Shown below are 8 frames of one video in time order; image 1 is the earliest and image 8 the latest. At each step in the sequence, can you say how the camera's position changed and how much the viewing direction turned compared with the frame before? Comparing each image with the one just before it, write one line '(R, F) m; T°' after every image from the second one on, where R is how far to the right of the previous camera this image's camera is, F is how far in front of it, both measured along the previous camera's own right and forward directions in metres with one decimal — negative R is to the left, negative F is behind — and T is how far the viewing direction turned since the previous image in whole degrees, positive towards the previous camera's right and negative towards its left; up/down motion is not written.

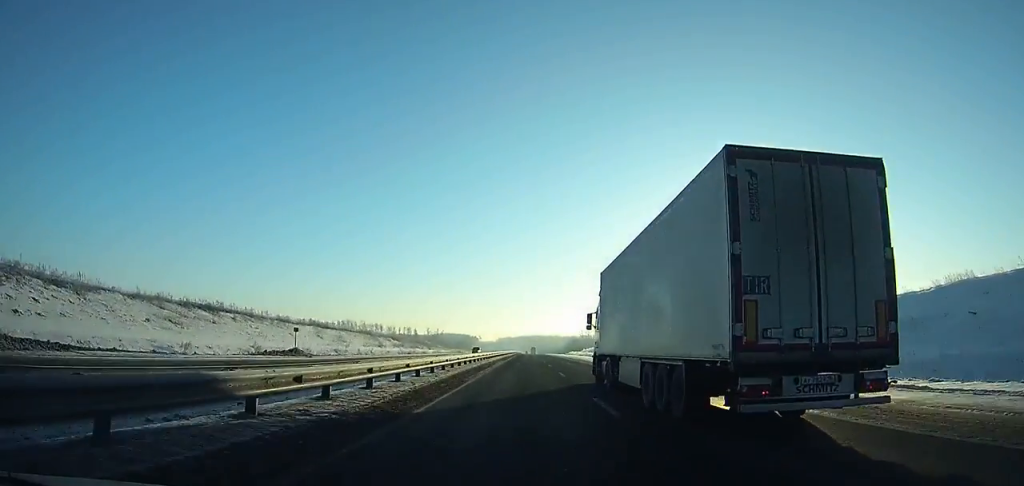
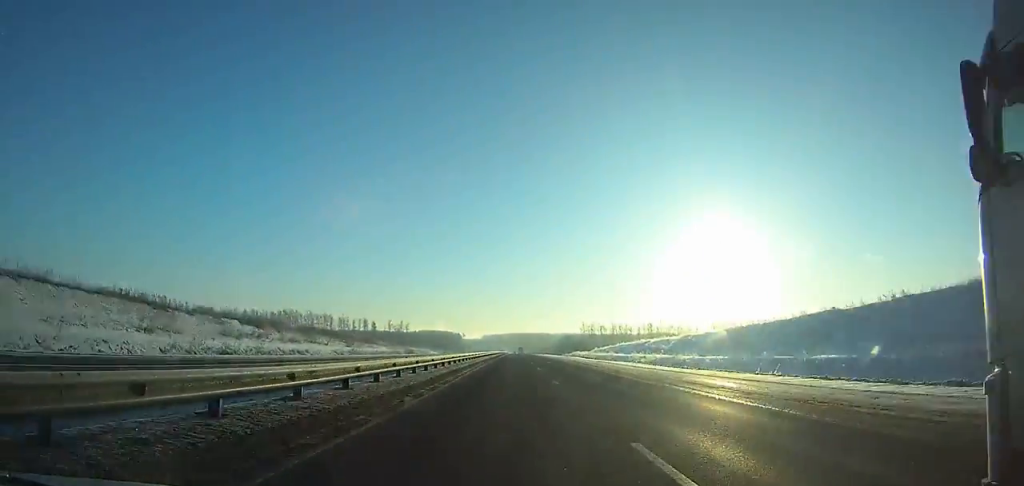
(+1.1, +87.6) m; +1°
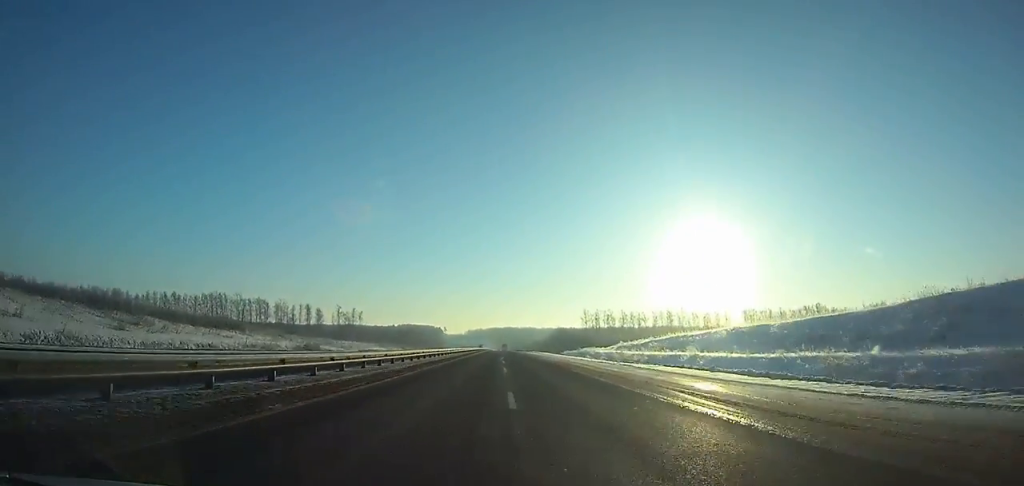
(+0.6, +70.7) m; 0°
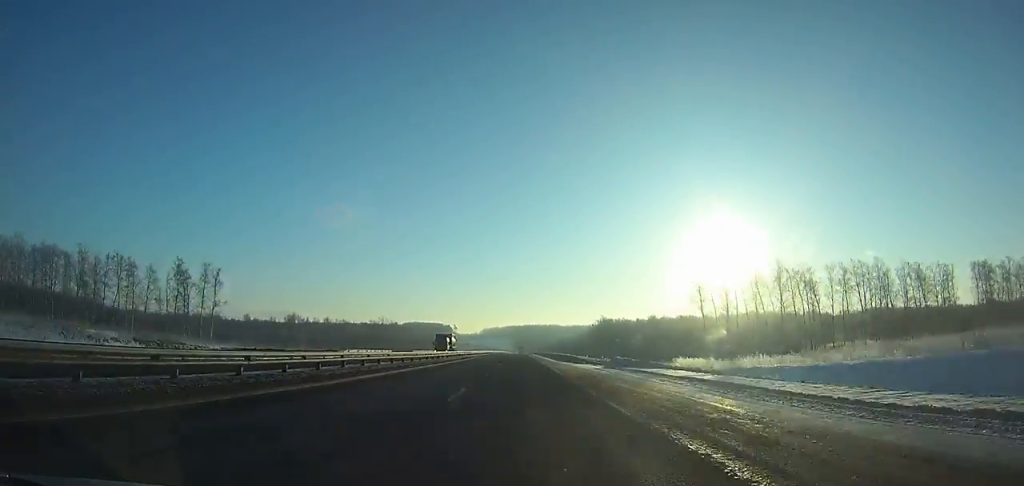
(-1.5, +141.8) m; -1°
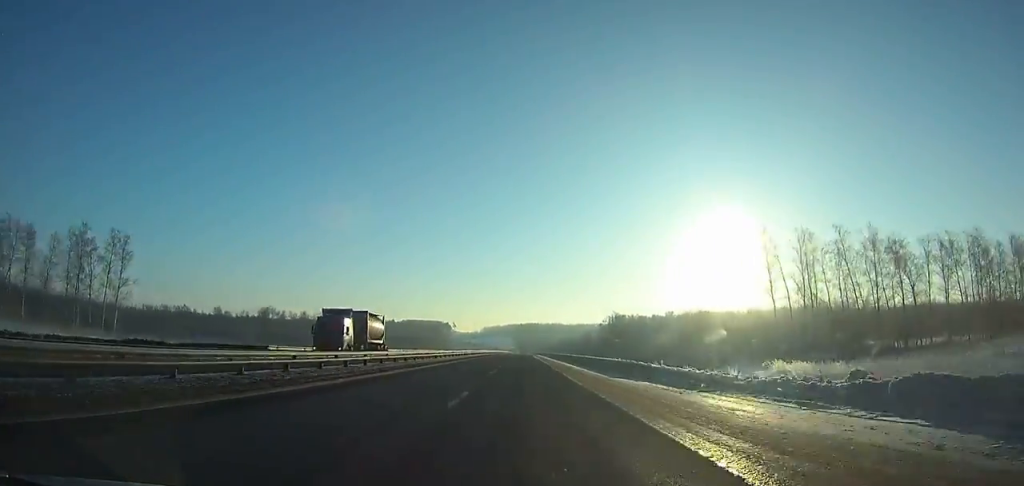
(-0.1, +34.5) m; 0°
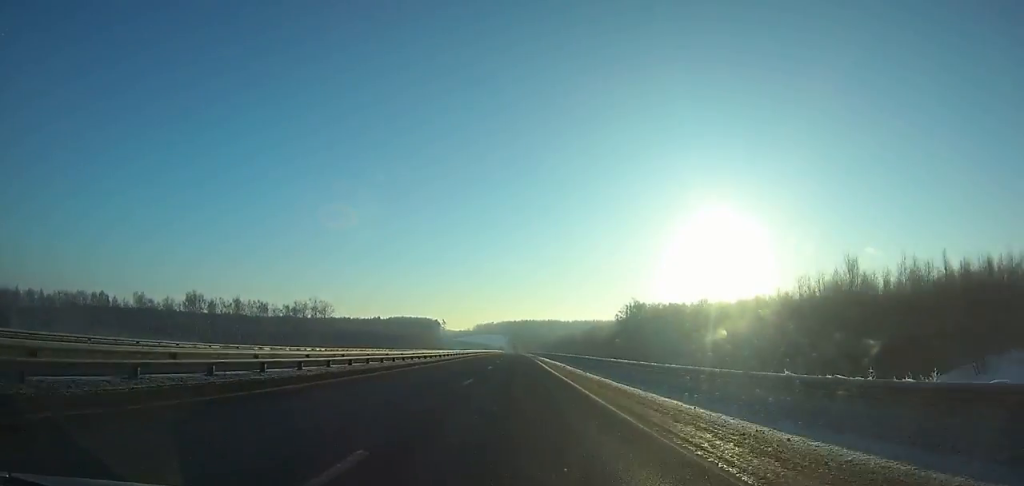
(+0.1, +58.2) m; 0°
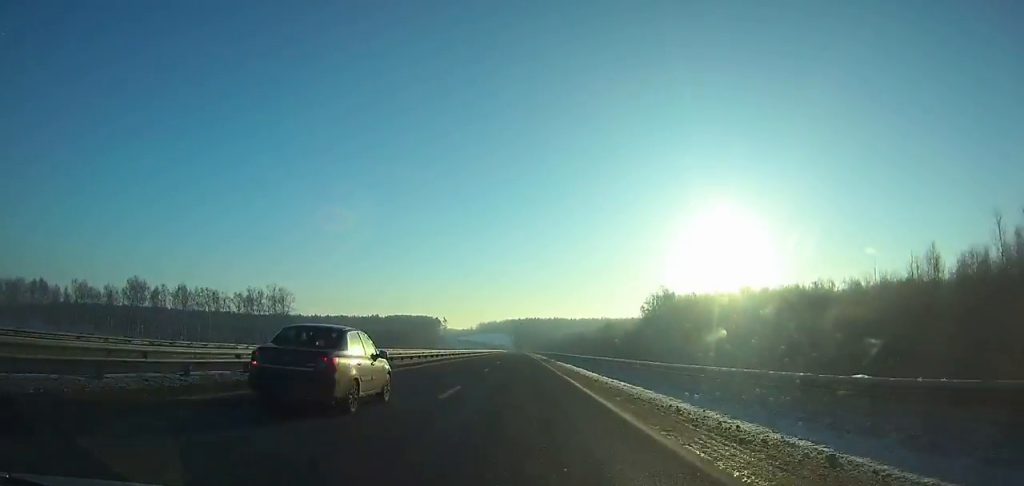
(0.0, +37.0) m; 0°
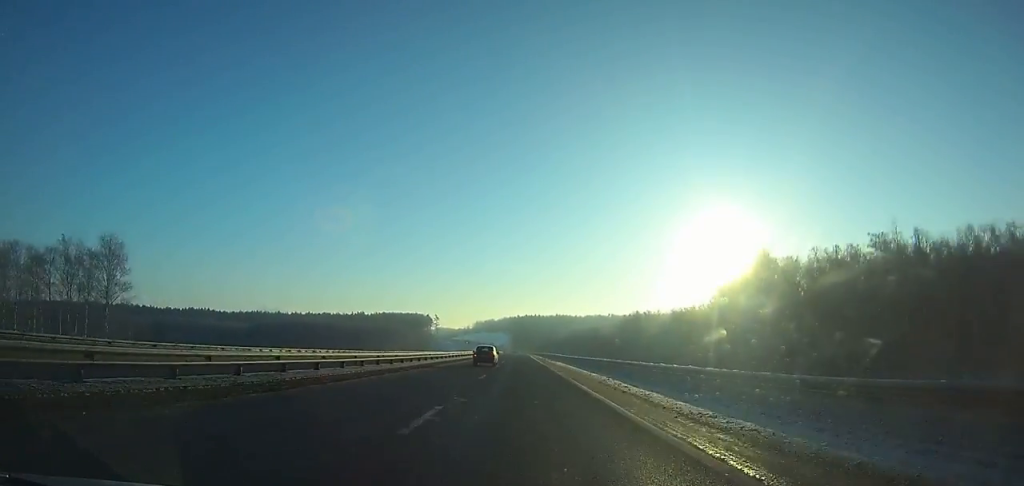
(-0.1, +68.9) m; 0°
